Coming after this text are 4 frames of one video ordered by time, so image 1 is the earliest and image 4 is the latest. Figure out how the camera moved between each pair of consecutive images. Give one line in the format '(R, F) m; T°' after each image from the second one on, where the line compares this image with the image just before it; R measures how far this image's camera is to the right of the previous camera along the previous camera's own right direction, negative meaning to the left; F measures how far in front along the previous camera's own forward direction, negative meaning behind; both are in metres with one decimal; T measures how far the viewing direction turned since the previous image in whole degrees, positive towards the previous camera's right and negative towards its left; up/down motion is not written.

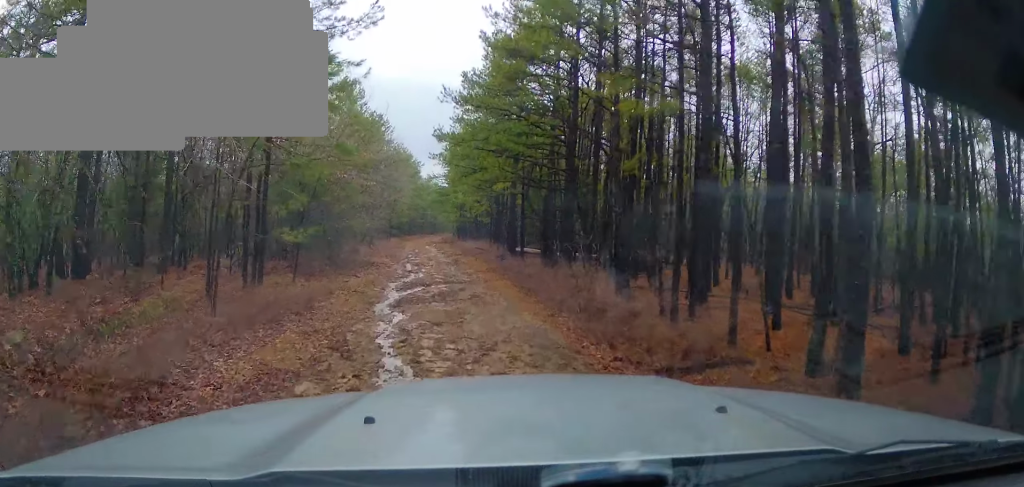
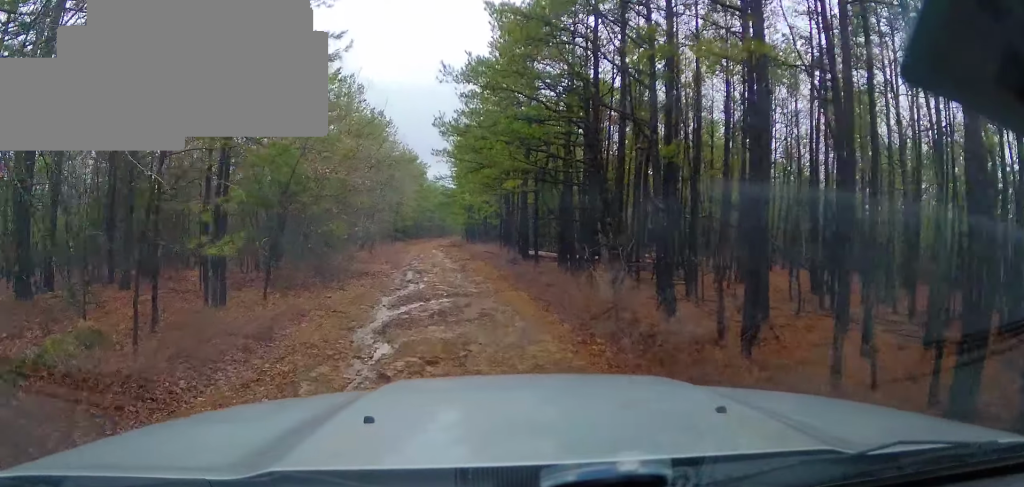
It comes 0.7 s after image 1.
(+0.3, +2.7) m; +5°
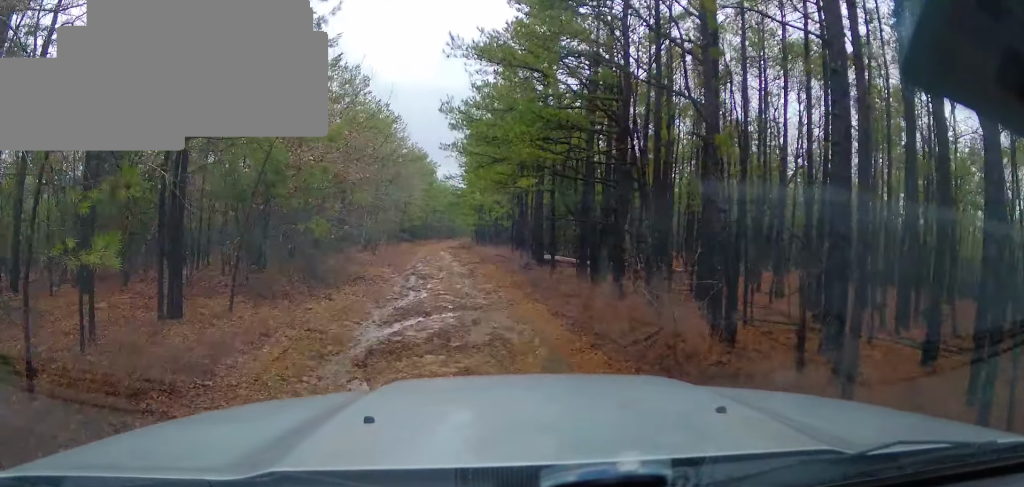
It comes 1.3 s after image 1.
(+0.1, +2.3) m; 0°
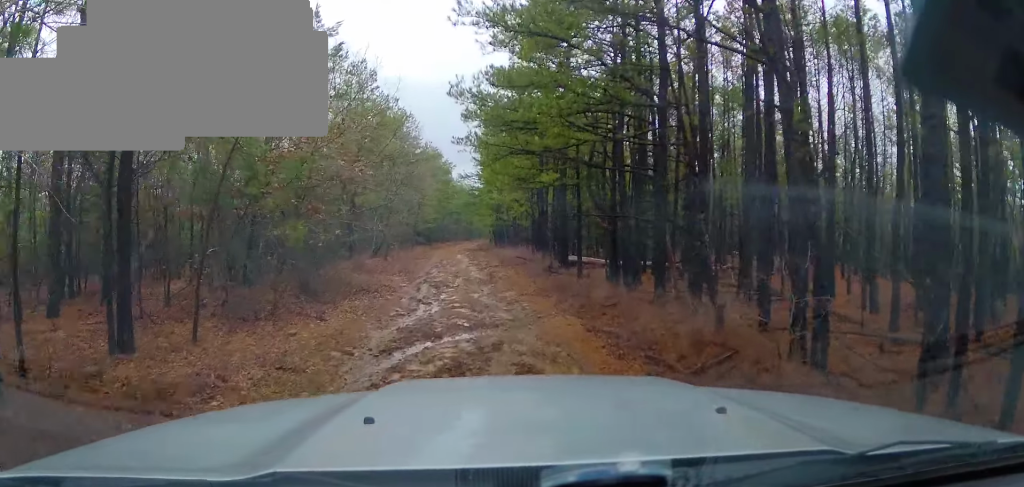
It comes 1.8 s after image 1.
(+0.1, +2.1) m; -3°
